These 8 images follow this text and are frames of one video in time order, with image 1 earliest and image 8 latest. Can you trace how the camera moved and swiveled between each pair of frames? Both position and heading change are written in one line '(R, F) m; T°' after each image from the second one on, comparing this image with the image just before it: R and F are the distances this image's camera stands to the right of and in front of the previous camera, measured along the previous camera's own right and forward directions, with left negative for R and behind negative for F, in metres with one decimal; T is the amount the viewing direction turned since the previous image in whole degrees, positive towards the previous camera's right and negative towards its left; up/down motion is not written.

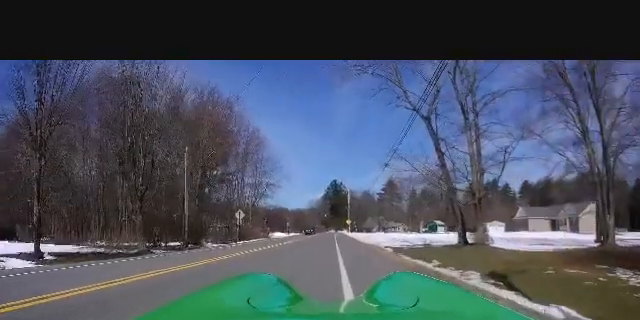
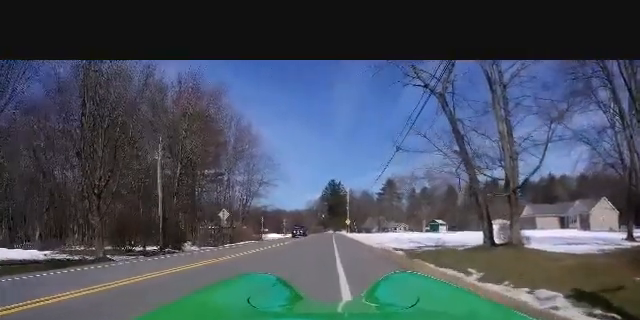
(0.0, +4.8) m; 0°
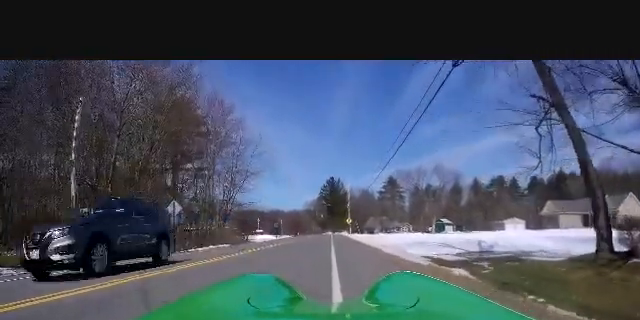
(0.0, +10.2) m; 0°
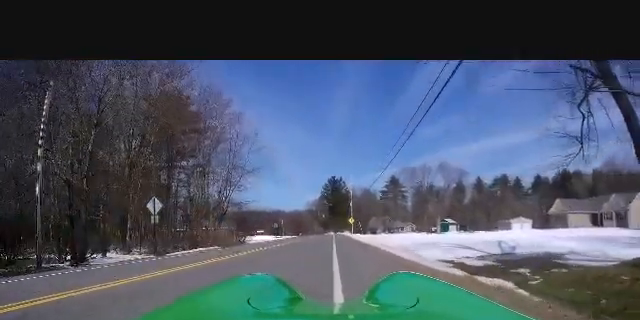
(0.0, +2.8) m; 0°
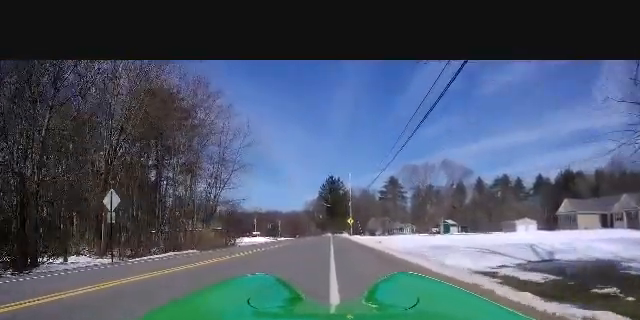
(0.0, +4.1) m; 0°
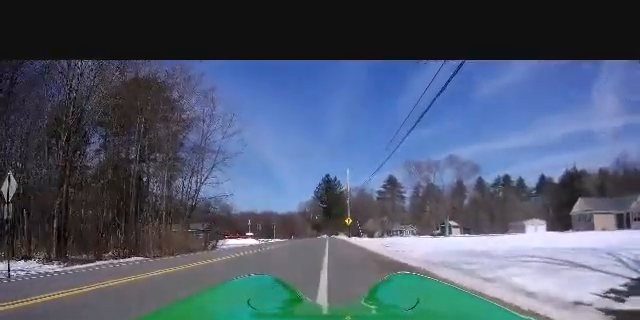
(0.0, +6.2) m; -2°
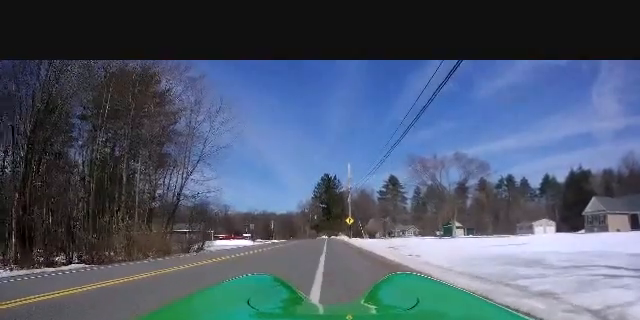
(-0.2, +4.5) m; +2°
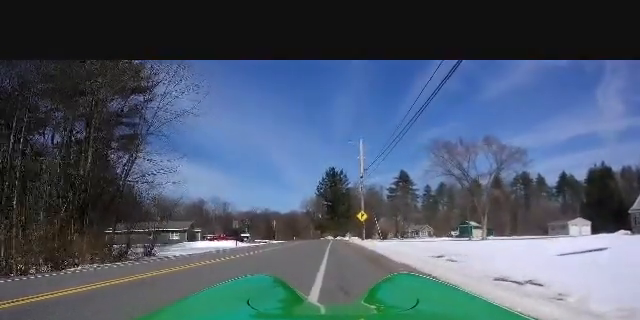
(+0.3, +12.2) m; -2°
